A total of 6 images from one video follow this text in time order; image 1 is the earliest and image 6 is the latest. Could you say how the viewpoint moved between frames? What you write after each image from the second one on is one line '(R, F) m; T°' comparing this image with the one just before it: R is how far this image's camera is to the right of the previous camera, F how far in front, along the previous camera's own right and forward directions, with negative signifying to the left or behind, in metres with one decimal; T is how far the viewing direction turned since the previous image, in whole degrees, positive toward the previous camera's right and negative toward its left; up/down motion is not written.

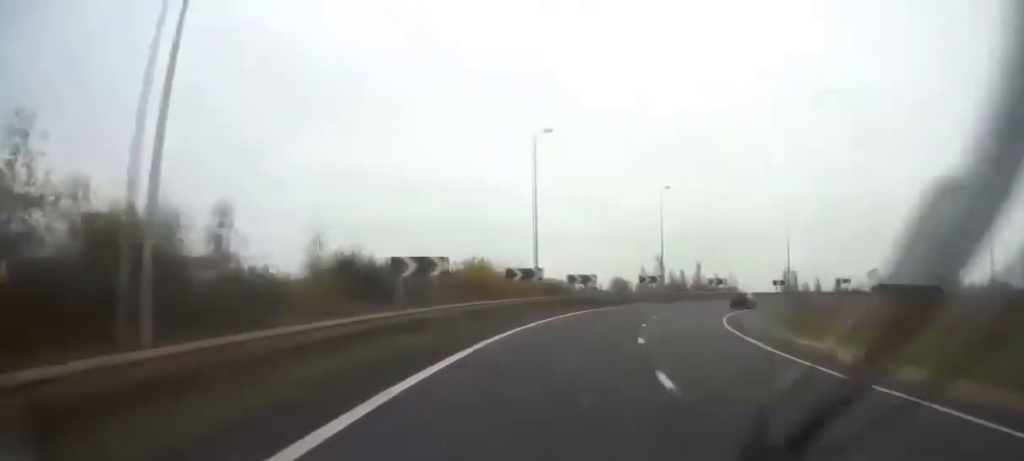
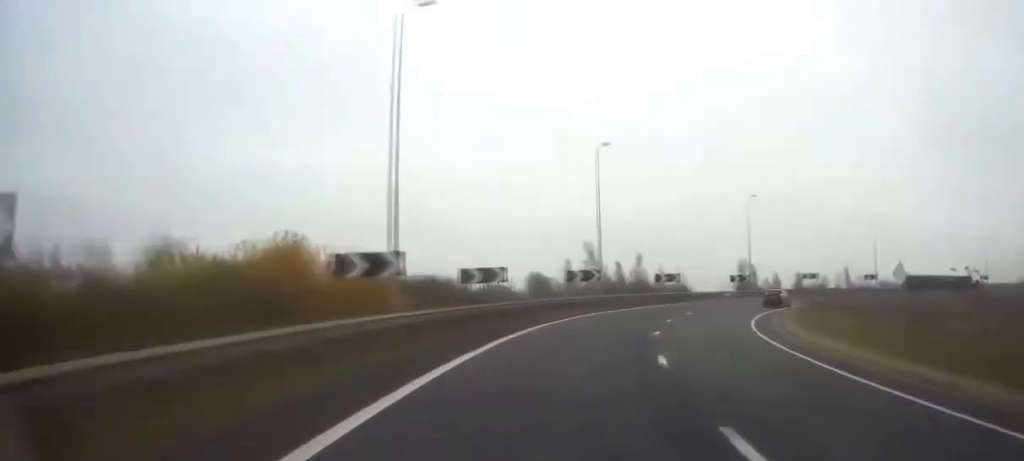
(+1.9, +22.5) m; +10°
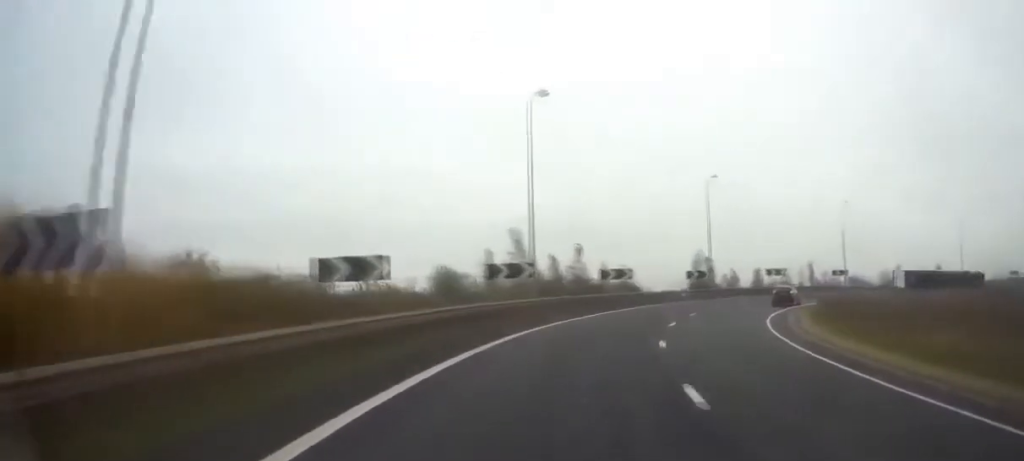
(+1.2, +13.9) m; +4°
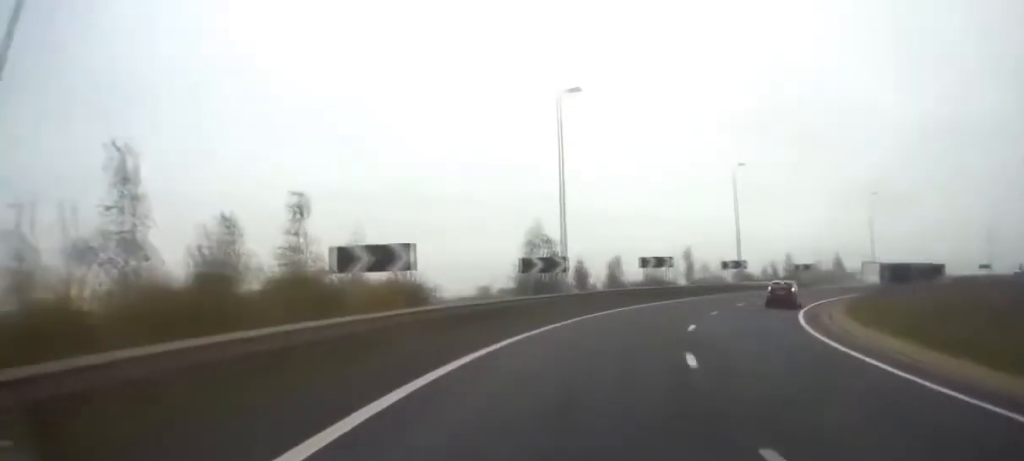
(+2.5, +28.9) m; +14°
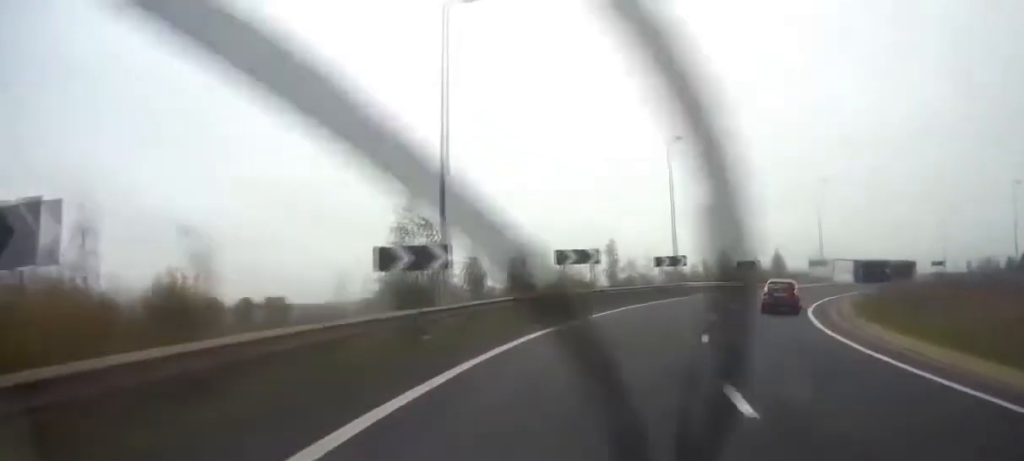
(+1.0, +12.2) m; +8°
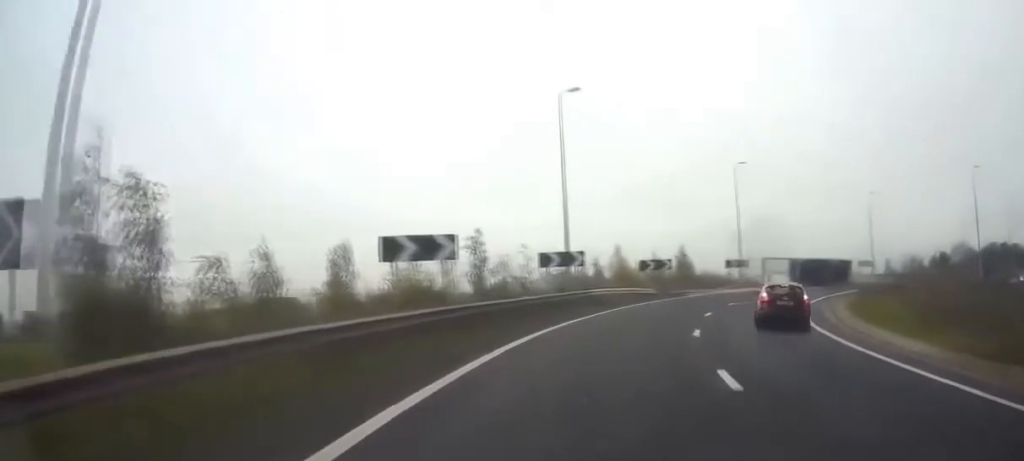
(+1.4, +14.5) m; +11°
